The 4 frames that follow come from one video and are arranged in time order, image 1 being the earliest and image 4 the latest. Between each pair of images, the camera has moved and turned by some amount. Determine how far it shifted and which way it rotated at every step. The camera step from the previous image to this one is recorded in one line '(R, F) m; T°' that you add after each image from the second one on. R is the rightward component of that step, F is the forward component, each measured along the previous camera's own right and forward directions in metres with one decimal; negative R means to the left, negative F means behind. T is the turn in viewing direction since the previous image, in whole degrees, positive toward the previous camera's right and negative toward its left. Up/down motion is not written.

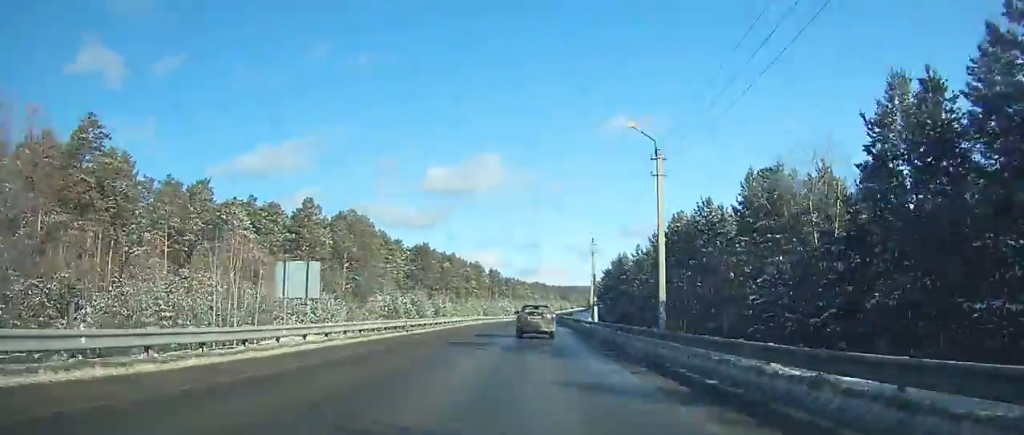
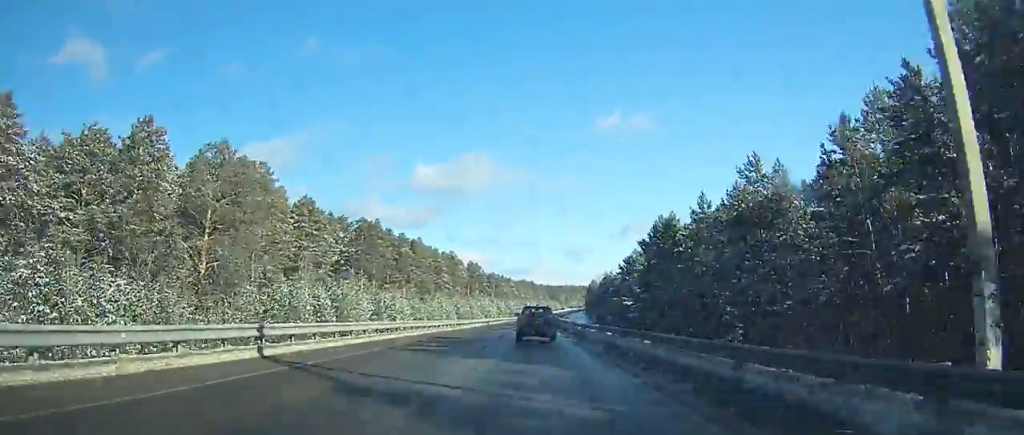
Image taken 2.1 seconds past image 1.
(+0.8, +46.5) m; +1°
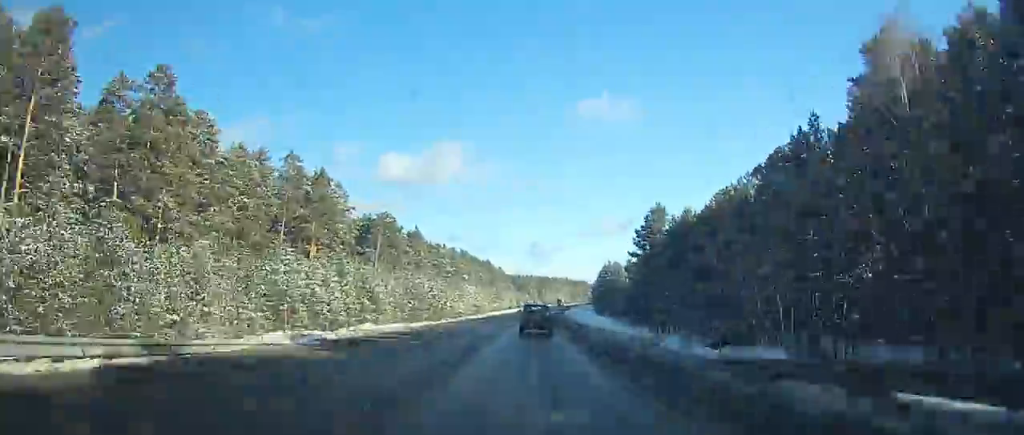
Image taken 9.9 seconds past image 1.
(+5.6, +176.3) m; +4°
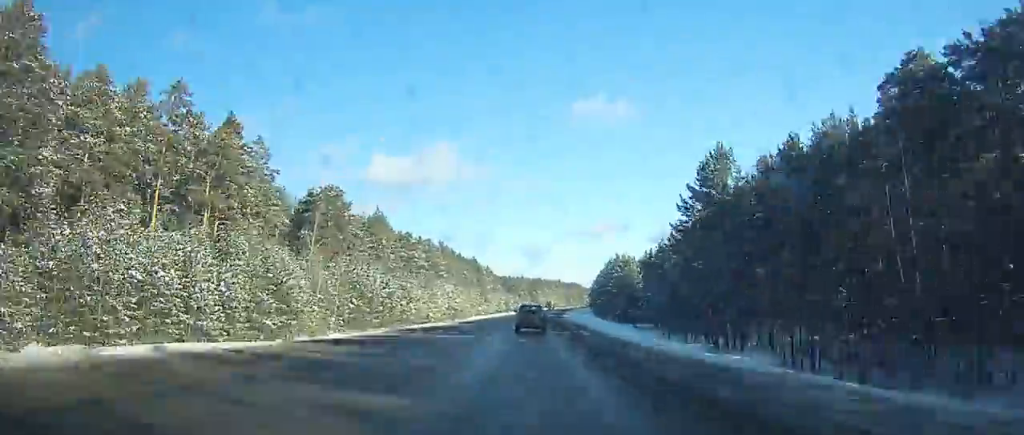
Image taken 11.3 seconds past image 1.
(+0.4, +32.4) m; +1°
